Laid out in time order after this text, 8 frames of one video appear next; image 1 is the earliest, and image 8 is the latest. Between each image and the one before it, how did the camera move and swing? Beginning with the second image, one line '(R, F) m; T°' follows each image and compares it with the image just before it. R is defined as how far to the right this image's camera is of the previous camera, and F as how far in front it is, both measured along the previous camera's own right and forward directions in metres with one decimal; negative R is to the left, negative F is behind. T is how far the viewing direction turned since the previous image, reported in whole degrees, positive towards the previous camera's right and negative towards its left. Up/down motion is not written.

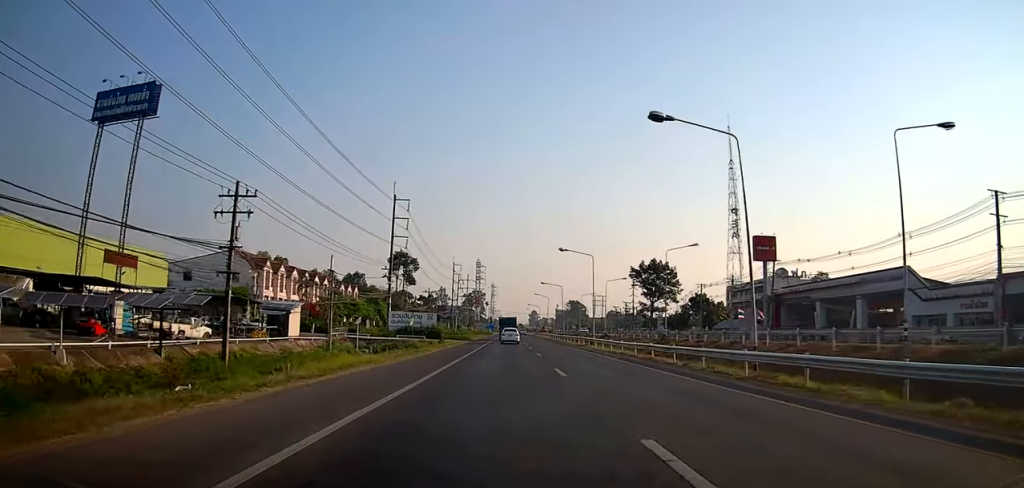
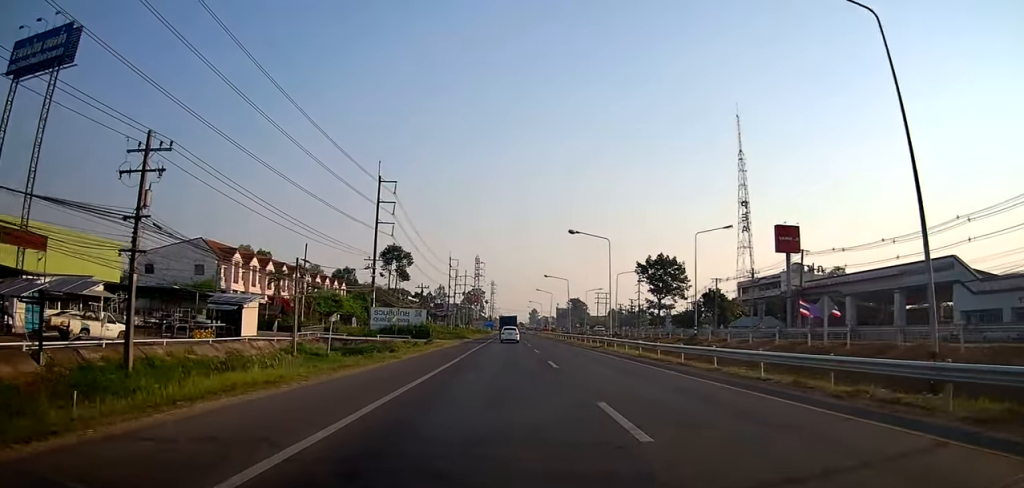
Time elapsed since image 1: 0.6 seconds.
(-0.4, +9.2) m; 0°
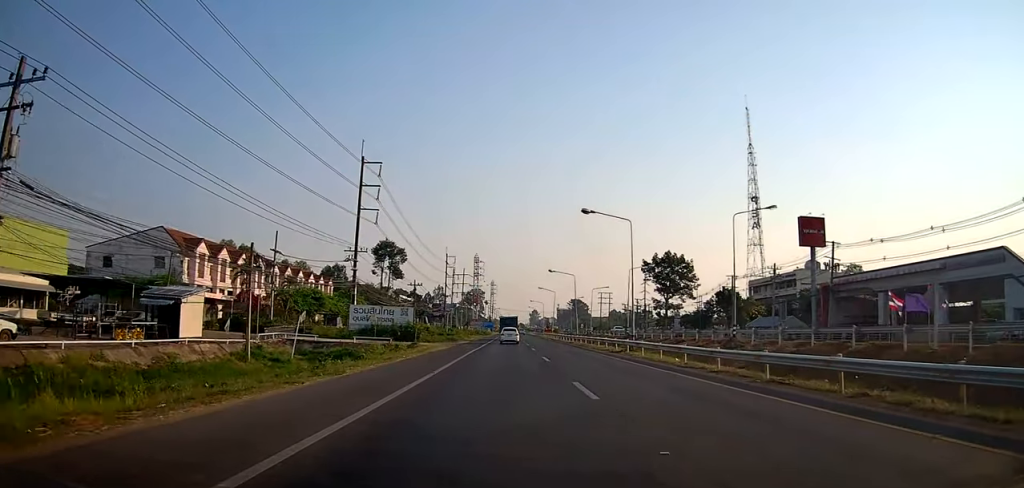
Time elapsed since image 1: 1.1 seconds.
(-0.2, +8.4) m; 0°
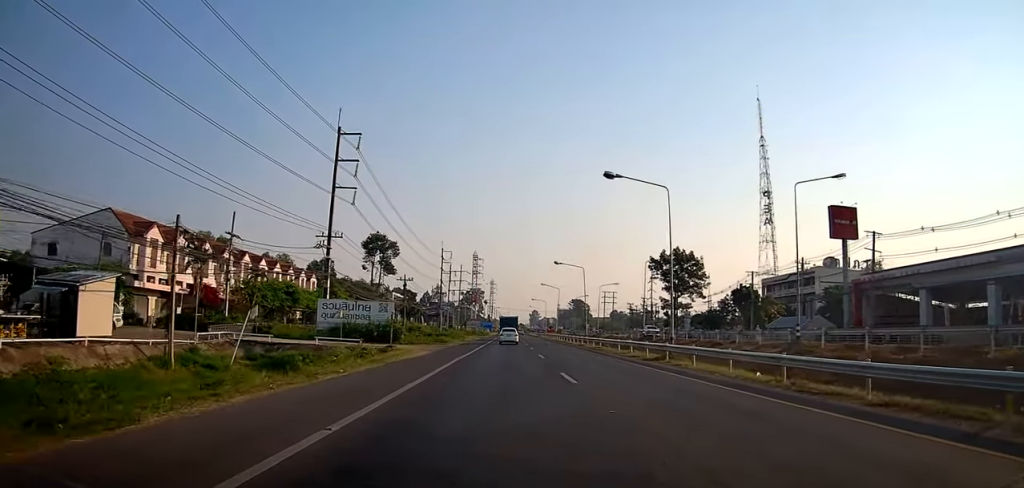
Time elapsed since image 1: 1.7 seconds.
(+0.5, +9.1) m; 0°
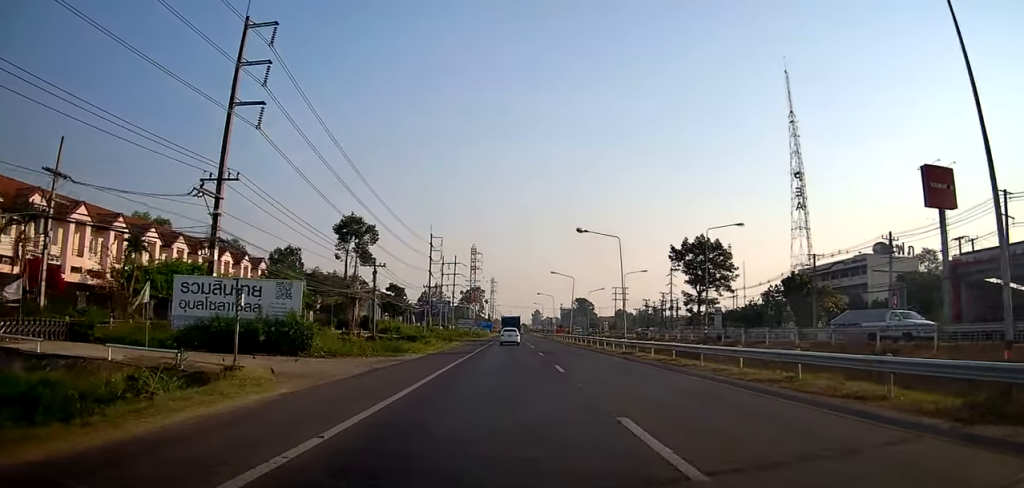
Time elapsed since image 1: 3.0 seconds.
(-0.5, +20.7) m; -2°
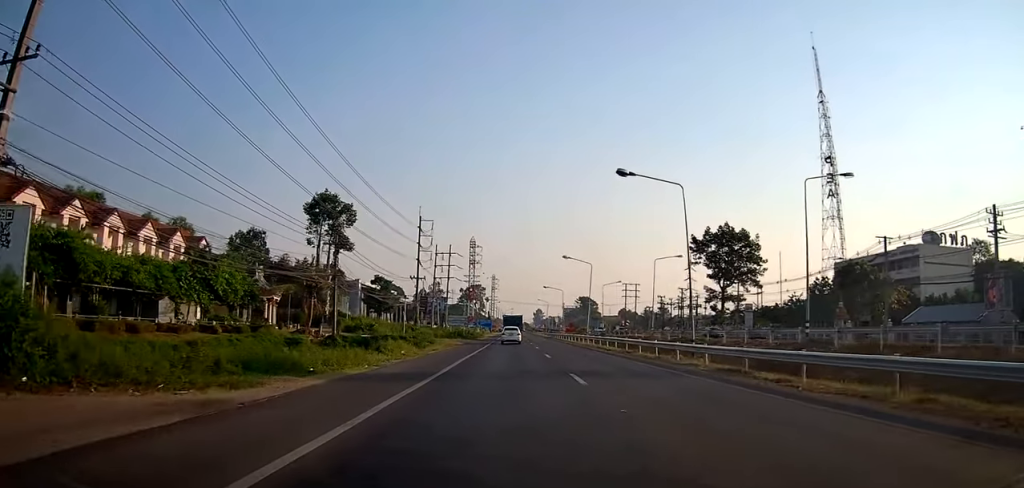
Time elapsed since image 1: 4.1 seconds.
(+0.1, +16.2) m; +3°
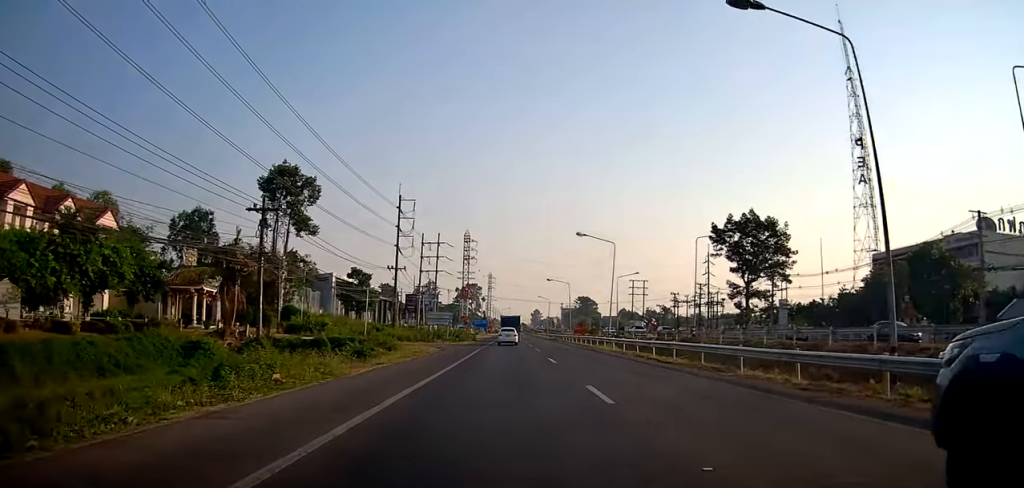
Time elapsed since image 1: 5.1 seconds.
(+0.7, +15.7) m; 0°
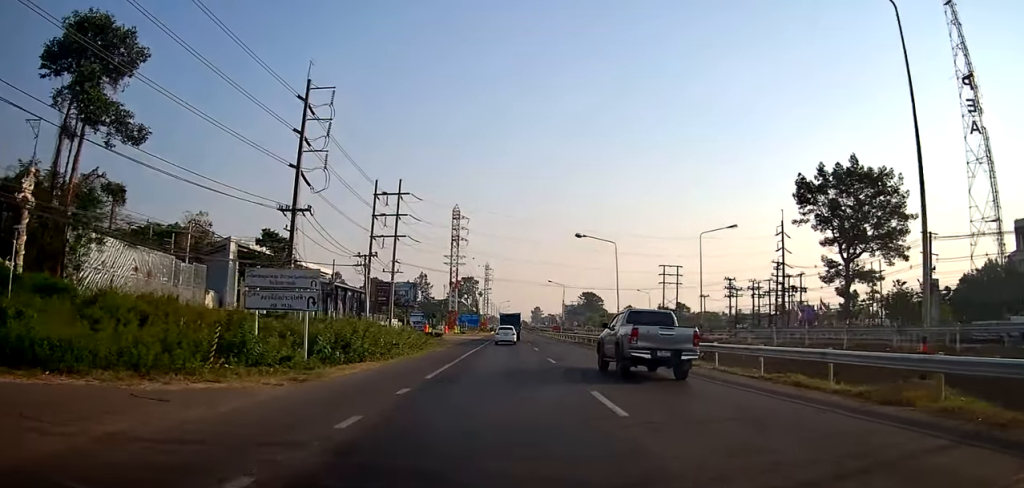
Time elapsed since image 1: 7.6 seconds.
(-0.7, +38.0) m; +1°
